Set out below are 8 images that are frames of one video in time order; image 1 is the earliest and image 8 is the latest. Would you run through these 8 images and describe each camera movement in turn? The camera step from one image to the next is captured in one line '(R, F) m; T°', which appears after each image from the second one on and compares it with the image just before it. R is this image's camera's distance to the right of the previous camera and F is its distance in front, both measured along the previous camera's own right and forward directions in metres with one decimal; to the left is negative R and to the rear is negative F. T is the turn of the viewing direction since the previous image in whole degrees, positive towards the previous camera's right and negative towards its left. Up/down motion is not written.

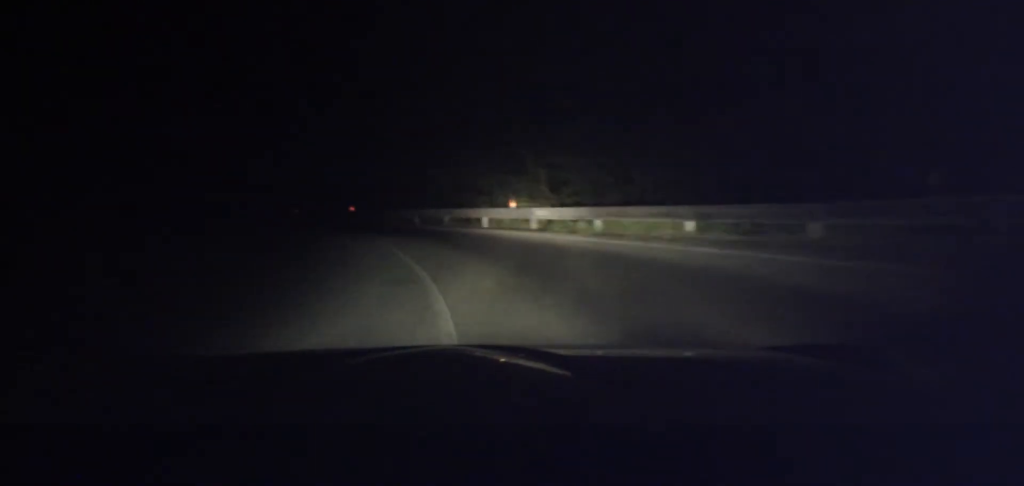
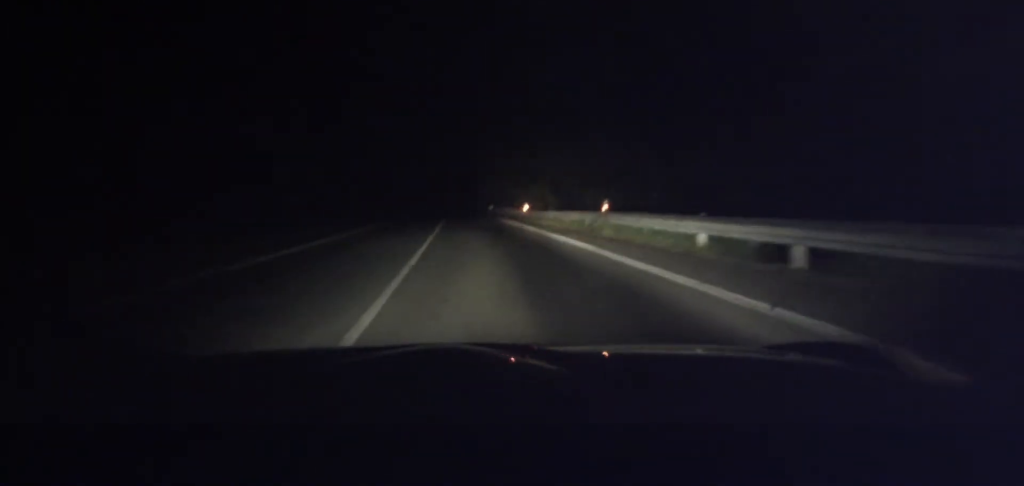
(-5.2, +21.3) m; -30°
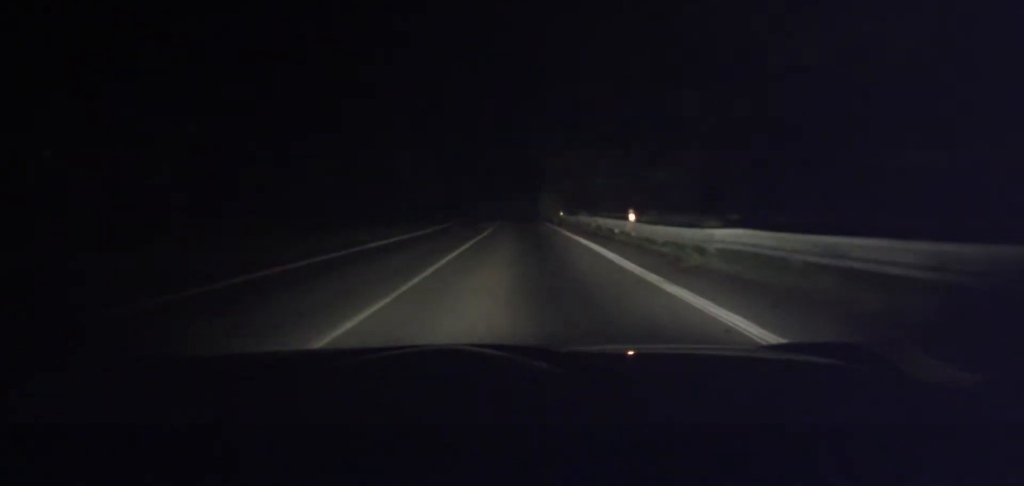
(-3.4, +16.8) m; -18°
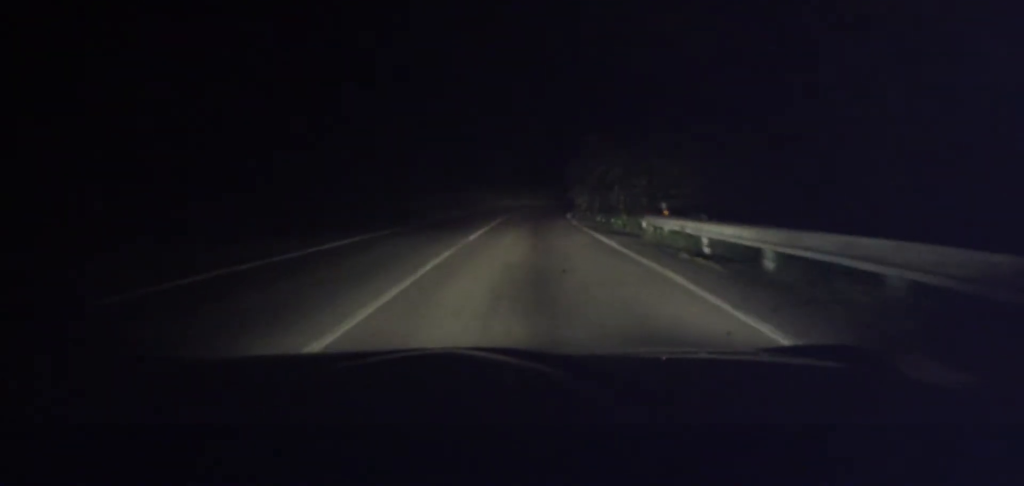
(-7.0, +35.0) m; -15°
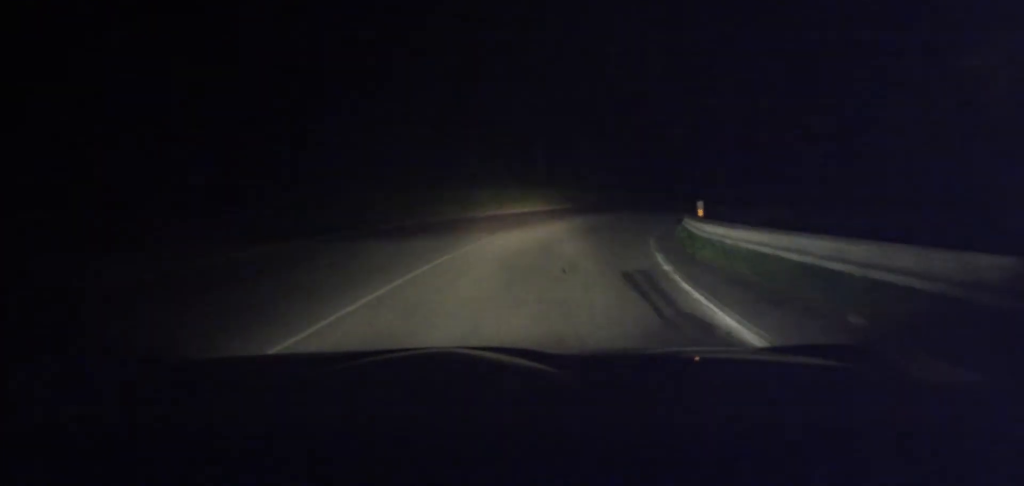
(-0.7, +47.6) m; -2°
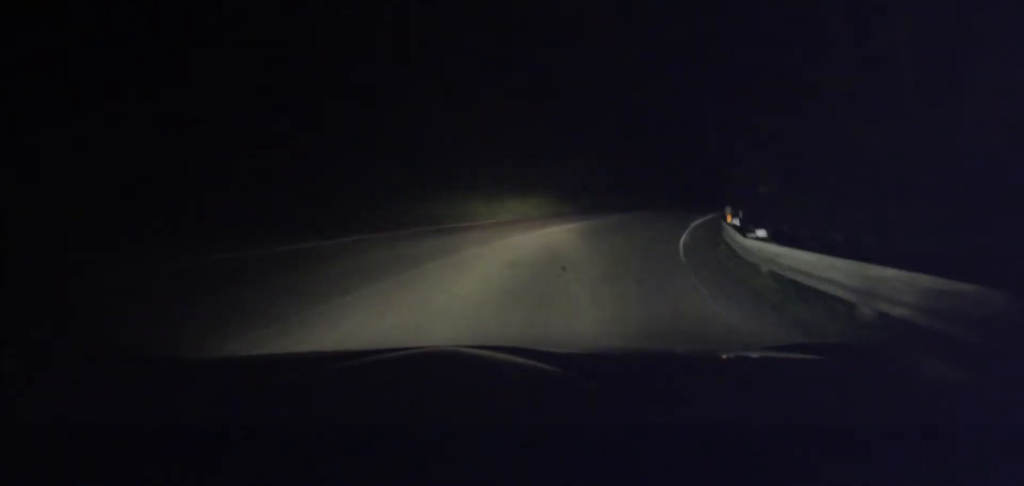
(-0.3, +22.2) m; +1°
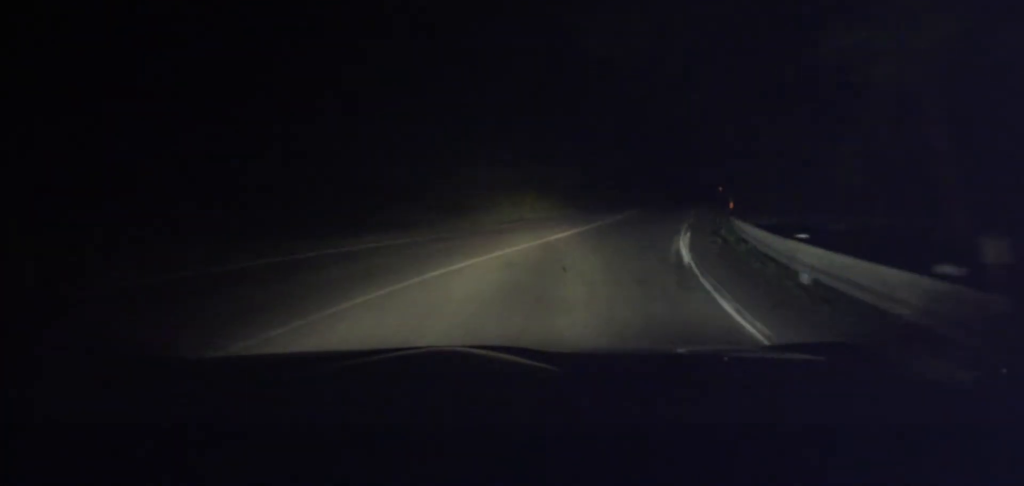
(+0.2, +10.3) m; +2°
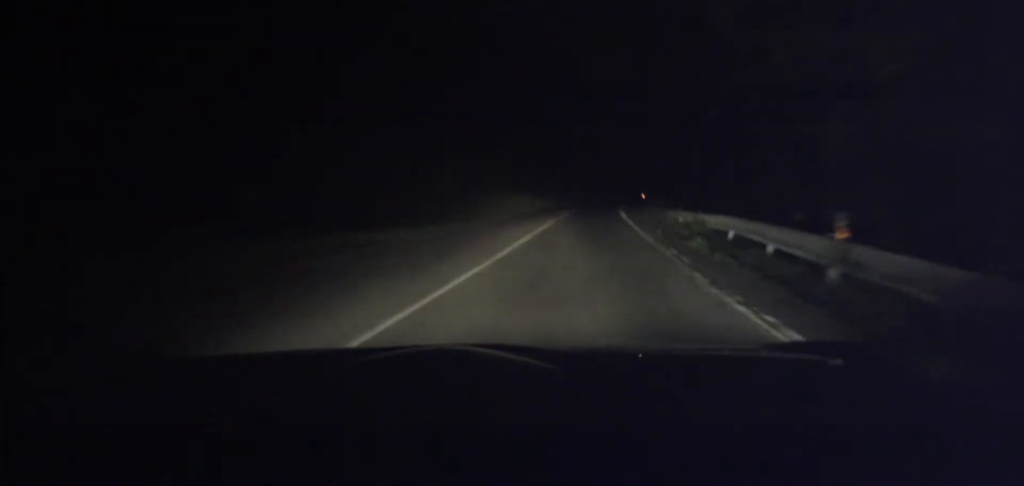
(+0.1, +12.0) m; +4°
